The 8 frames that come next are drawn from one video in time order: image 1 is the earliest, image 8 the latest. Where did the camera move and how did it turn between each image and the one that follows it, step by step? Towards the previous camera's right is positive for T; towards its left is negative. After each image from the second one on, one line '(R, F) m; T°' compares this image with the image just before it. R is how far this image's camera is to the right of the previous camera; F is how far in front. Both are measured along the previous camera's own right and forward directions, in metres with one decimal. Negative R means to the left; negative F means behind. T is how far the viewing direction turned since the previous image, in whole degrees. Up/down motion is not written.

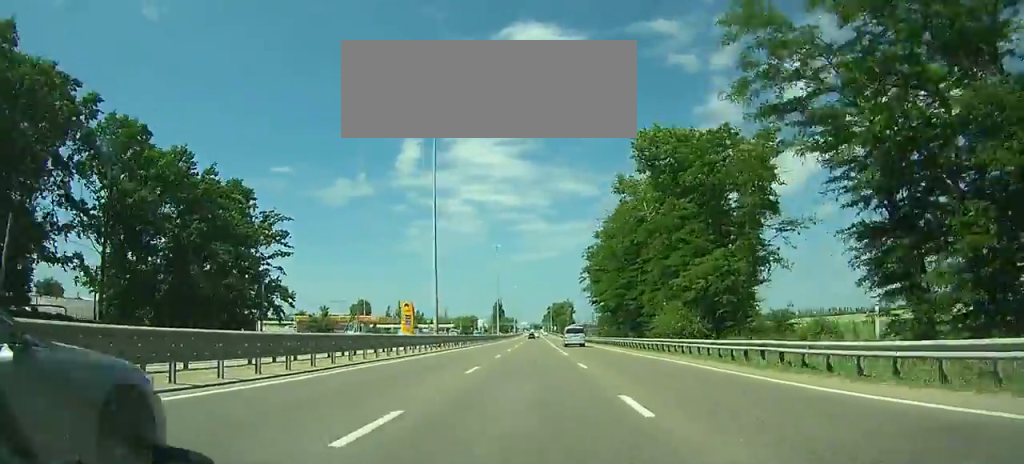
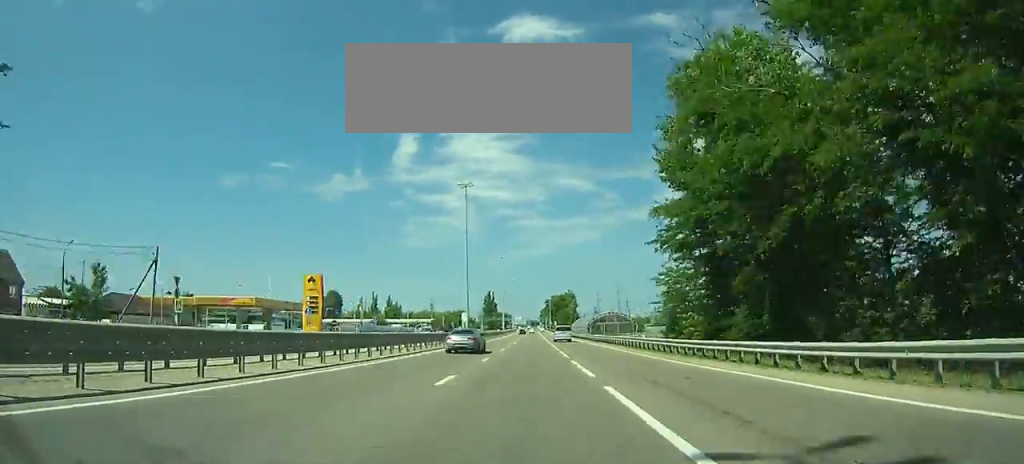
(+0.1, +51.5) m; 0°
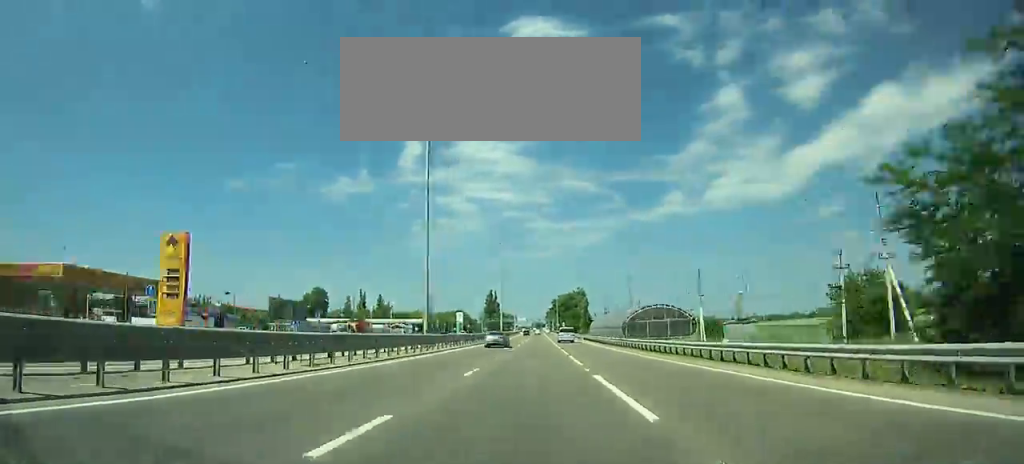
(0.0, +30.5) m; 0°
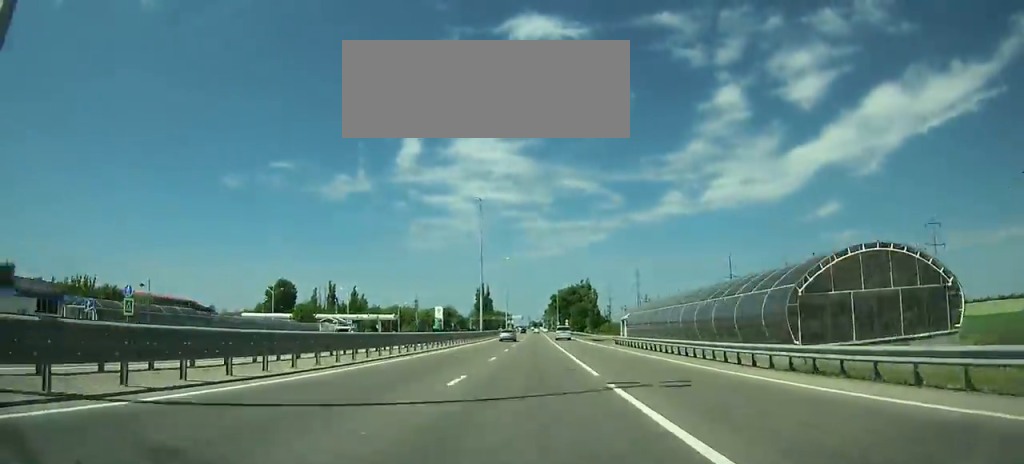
(+0.1, +39.2) m; 0°
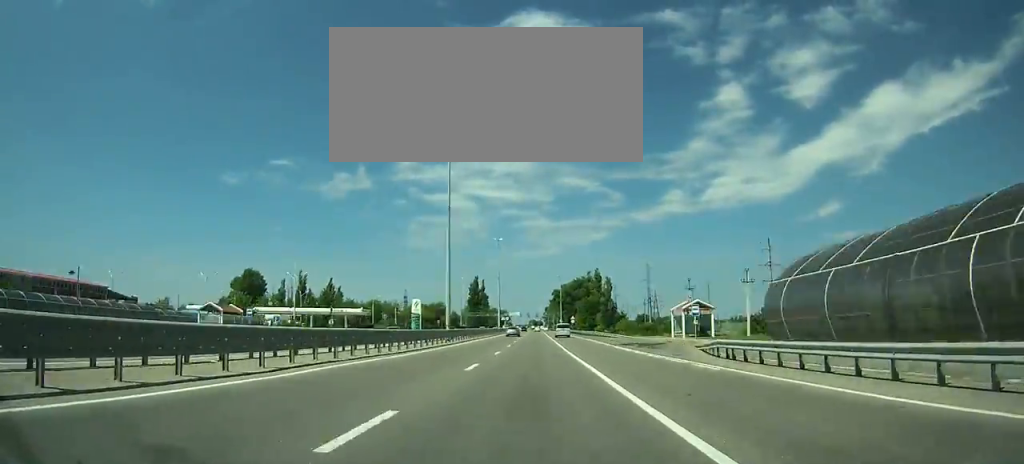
(0.0, +32.8) m; 0°
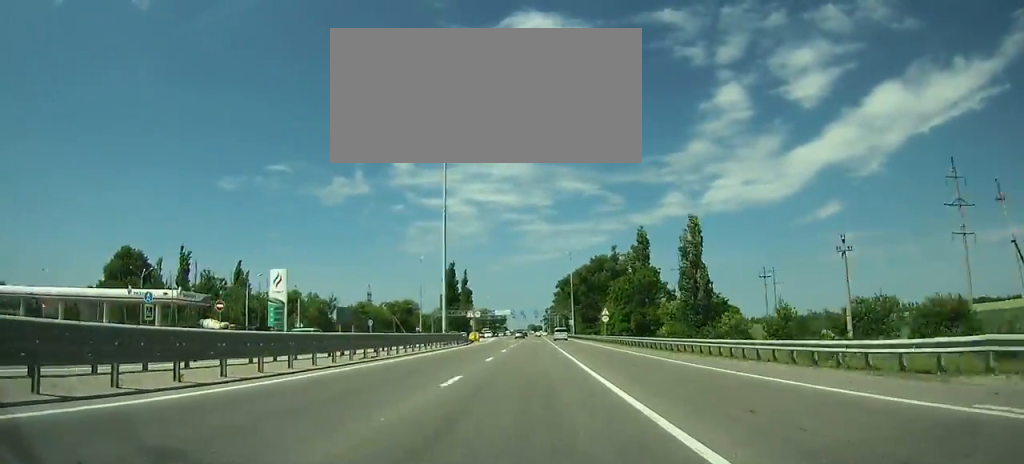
(-0.5, +77.3) m; -1°
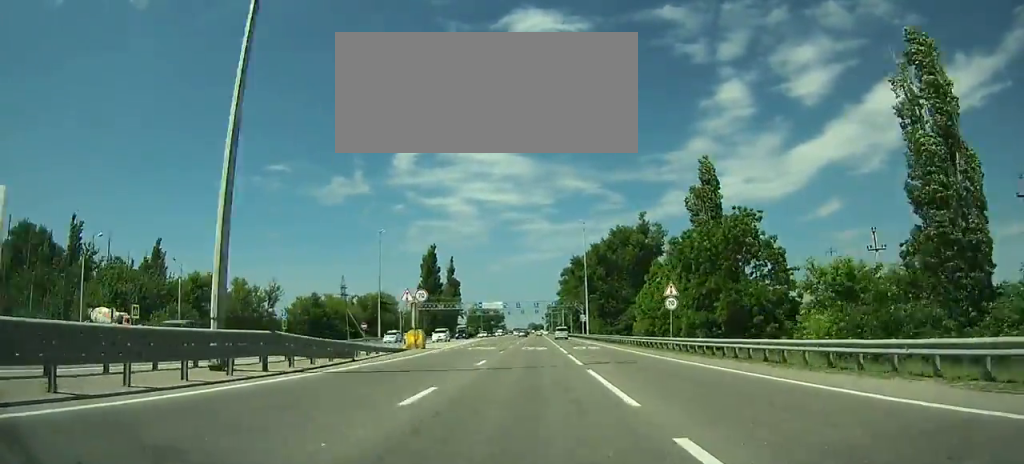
(-0.1, +41.6) m; 0°
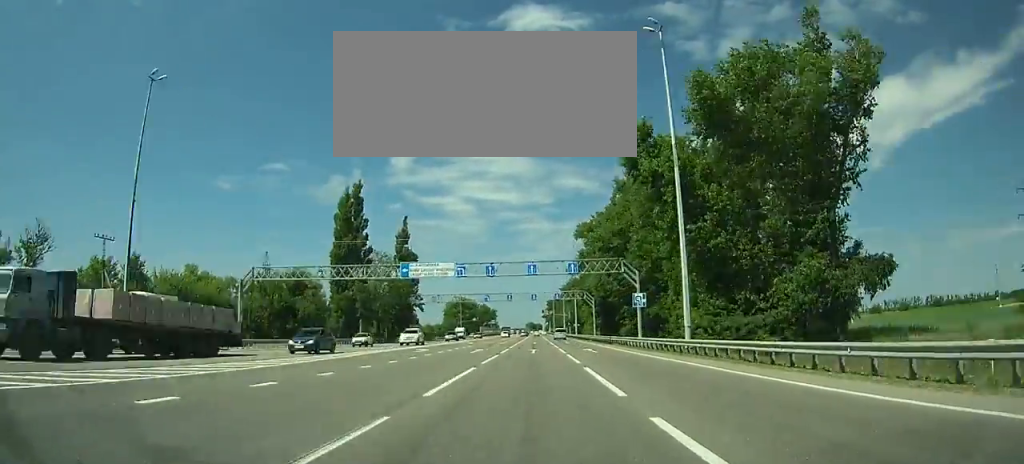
(+0.4, +70.7) m; +1°
